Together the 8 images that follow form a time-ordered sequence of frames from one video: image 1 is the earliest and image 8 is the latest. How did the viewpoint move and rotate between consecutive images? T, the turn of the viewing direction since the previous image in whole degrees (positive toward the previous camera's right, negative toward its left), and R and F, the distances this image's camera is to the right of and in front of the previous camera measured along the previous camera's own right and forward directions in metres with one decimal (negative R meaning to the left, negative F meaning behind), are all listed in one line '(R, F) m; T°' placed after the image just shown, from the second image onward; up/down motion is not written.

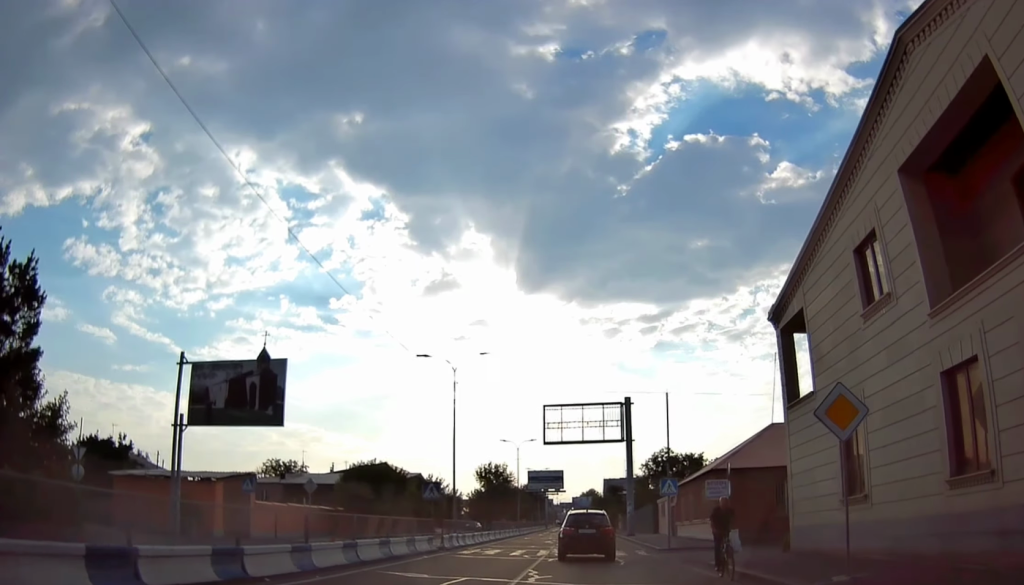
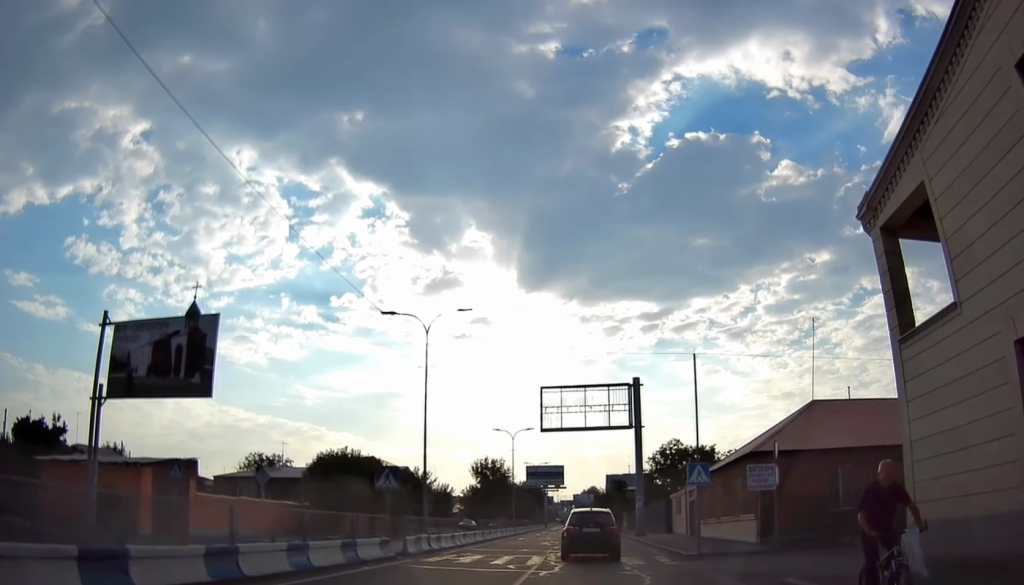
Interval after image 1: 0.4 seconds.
(0.0, +6.6) m; +1°
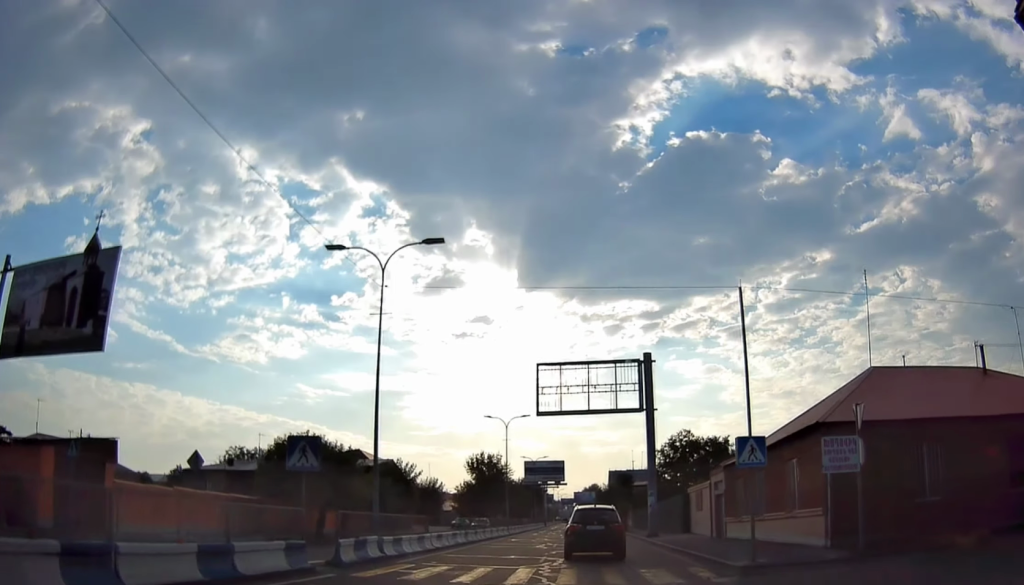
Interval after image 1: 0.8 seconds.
(-0.1, +6.6) m; +1°
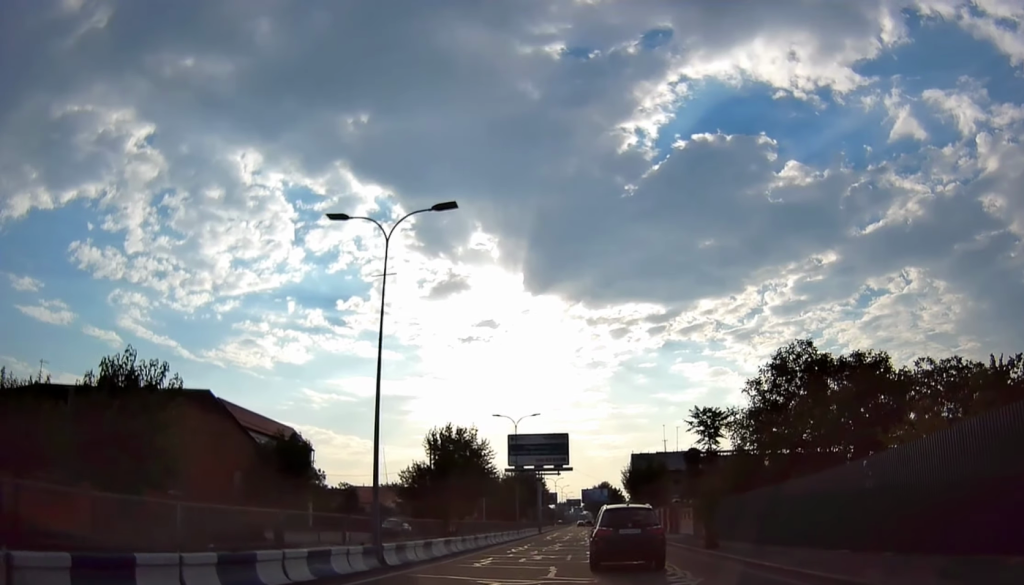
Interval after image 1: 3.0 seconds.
(-0.1, +36.2) m; -2°
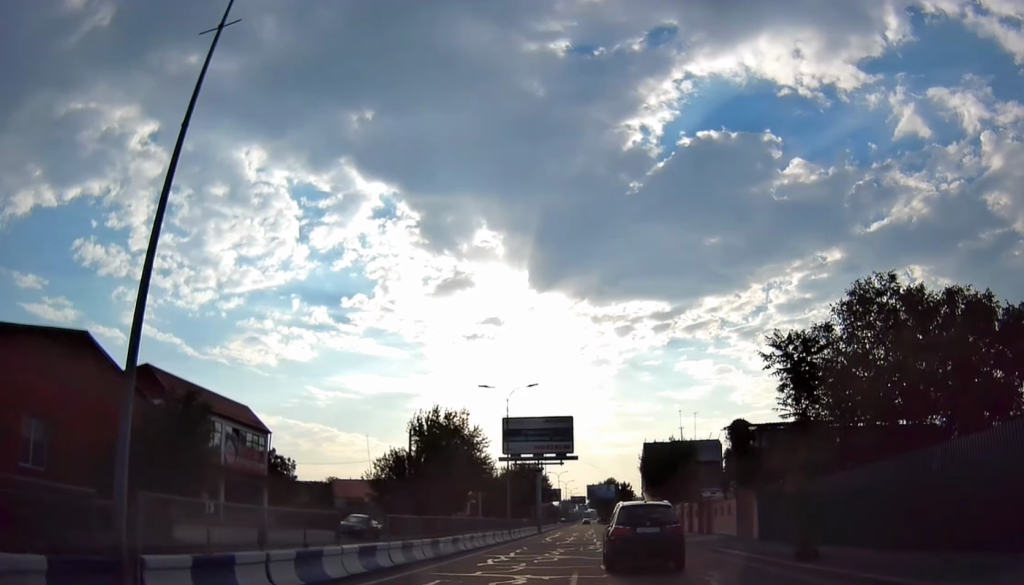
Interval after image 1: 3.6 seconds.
(0.0, +10.0) m; 0°
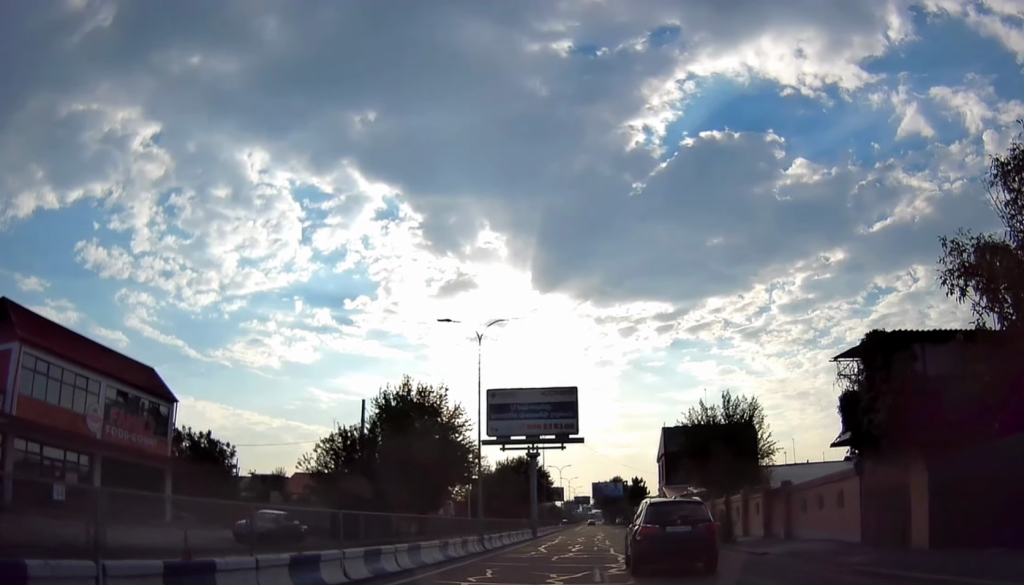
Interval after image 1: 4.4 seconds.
(0.0, +13.6) m; 0°
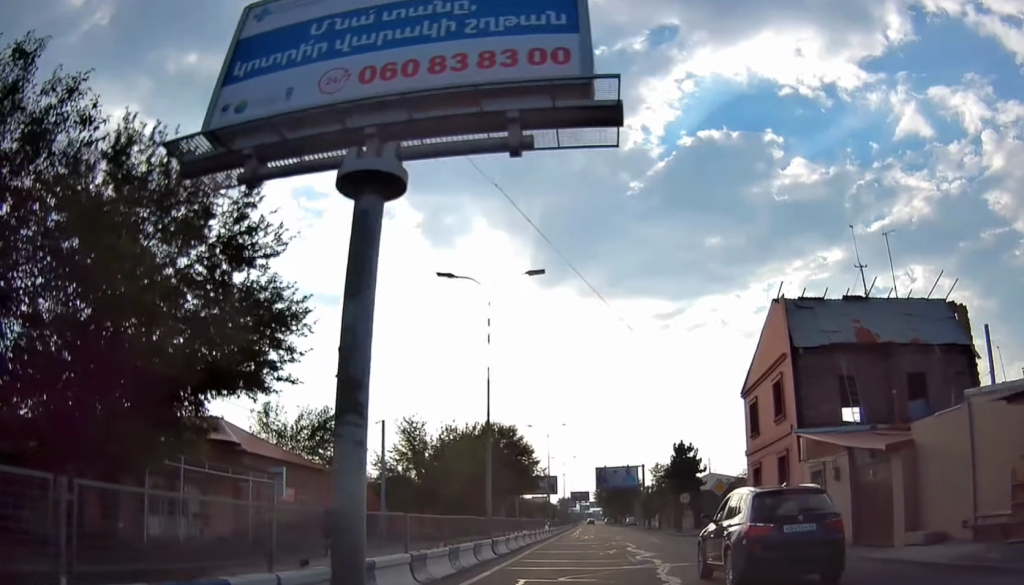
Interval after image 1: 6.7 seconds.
(-0.8, +37.9) m; -2°
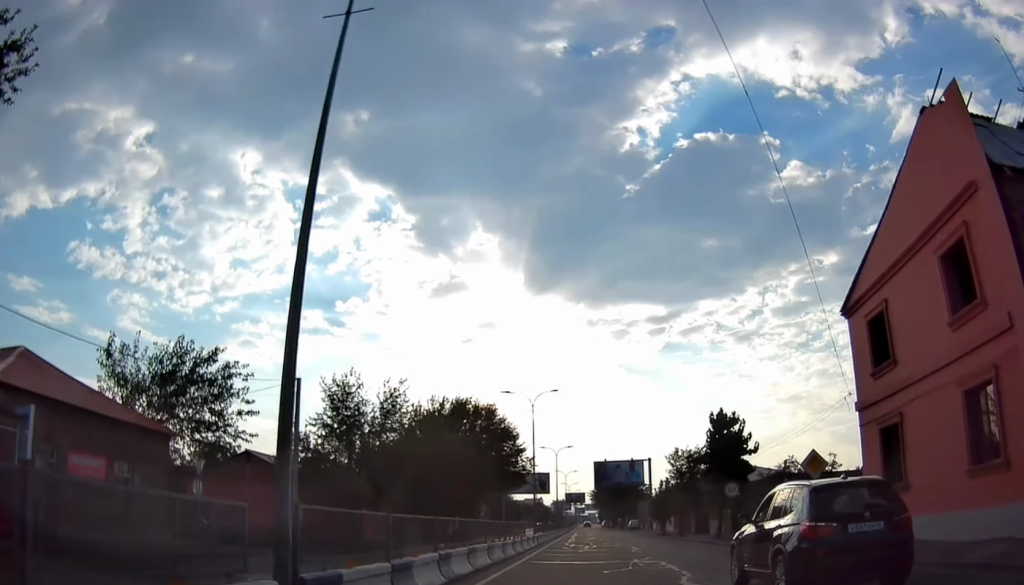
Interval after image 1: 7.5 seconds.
(+0.3, +14.8) m; +3°
